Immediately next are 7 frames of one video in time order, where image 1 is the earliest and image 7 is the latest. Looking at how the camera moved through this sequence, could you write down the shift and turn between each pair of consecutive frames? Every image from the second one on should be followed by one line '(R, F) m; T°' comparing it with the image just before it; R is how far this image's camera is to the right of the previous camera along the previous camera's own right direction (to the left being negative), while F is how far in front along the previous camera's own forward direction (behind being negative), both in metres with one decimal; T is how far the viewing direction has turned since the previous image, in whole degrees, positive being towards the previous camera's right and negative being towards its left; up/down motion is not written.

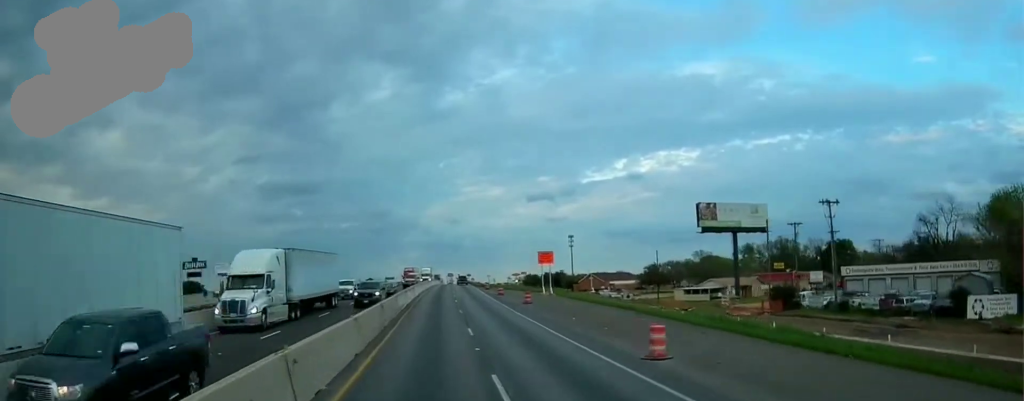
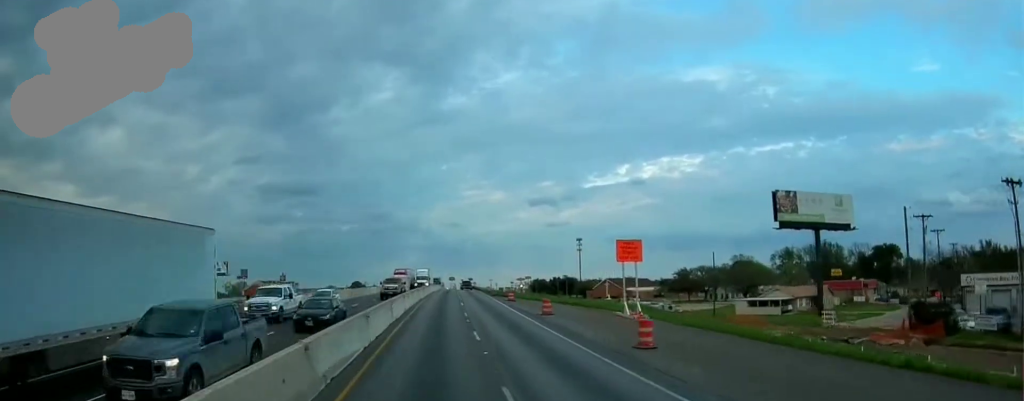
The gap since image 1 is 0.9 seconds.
(-0.1, +24.6) m; -1°
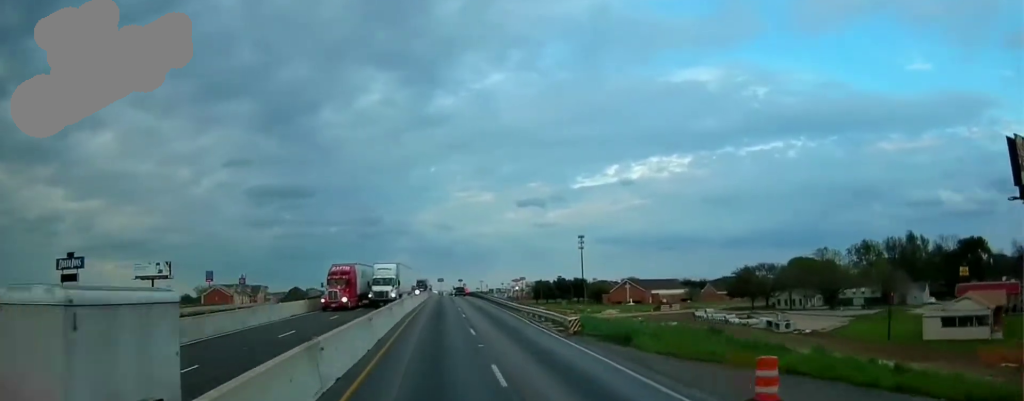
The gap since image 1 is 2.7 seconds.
(-0.1, +45.4) m; +2°
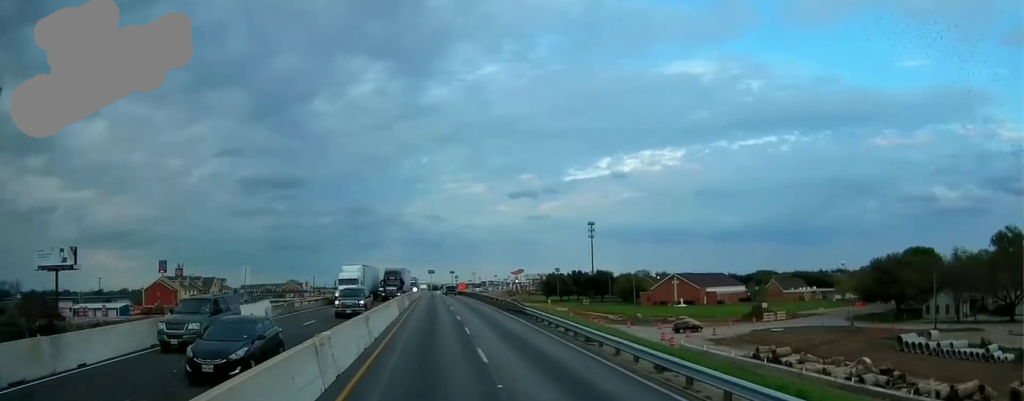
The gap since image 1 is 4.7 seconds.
(+0.6, +53.8) m; 0°
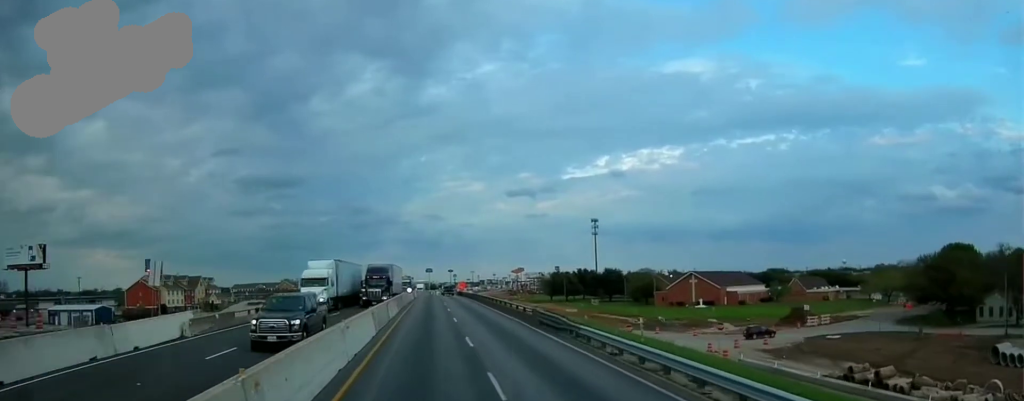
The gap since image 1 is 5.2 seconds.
(-0.3, +14.2) m; 0°
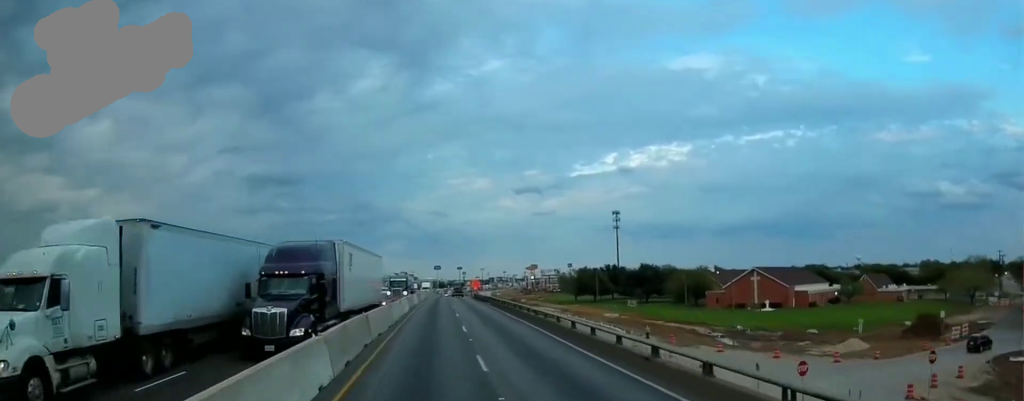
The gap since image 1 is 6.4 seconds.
(+0.3, +31.0) m; -1°
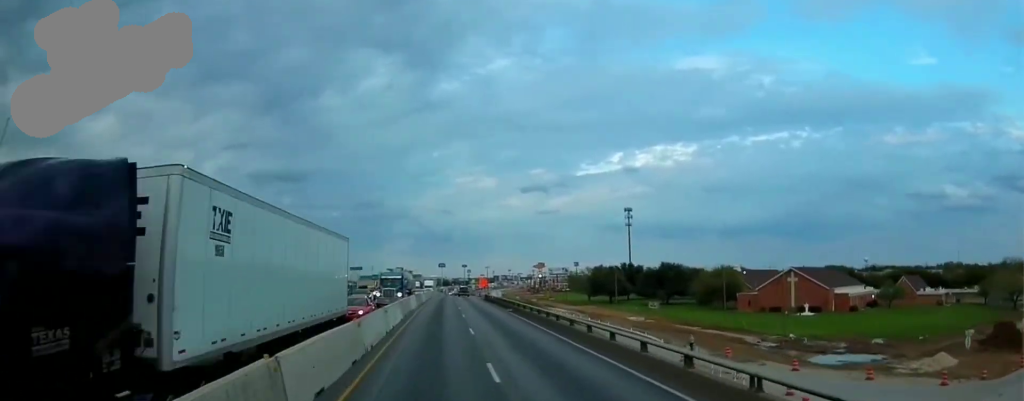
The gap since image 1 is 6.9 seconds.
(-0.3, +14.1) m; 0°
